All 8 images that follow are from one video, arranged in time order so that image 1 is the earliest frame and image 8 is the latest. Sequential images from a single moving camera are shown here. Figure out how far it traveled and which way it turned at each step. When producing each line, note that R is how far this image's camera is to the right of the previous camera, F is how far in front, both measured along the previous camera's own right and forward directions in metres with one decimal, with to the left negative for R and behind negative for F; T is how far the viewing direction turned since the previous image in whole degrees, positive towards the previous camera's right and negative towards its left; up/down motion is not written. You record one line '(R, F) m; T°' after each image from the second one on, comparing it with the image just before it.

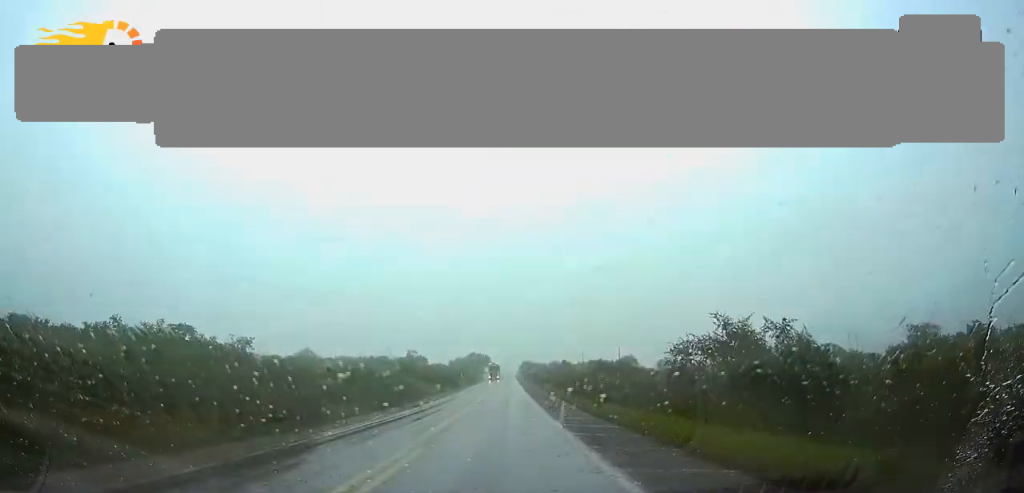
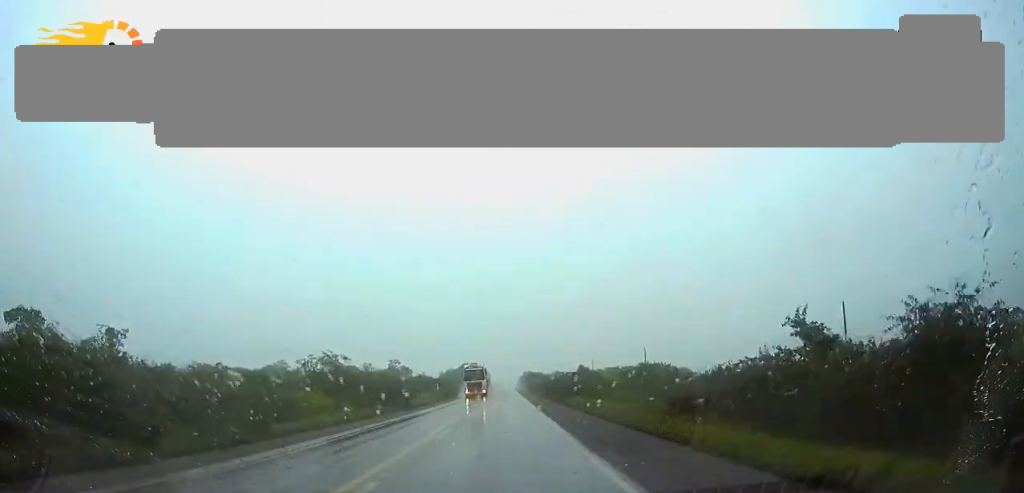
(+0.1, +40.5) m; 0°
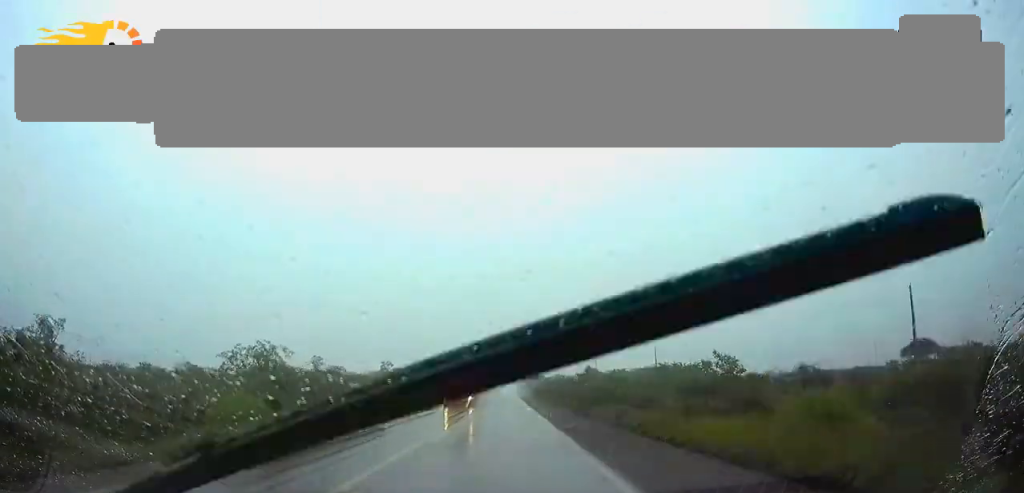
(0.0, +12.8) m; 0°
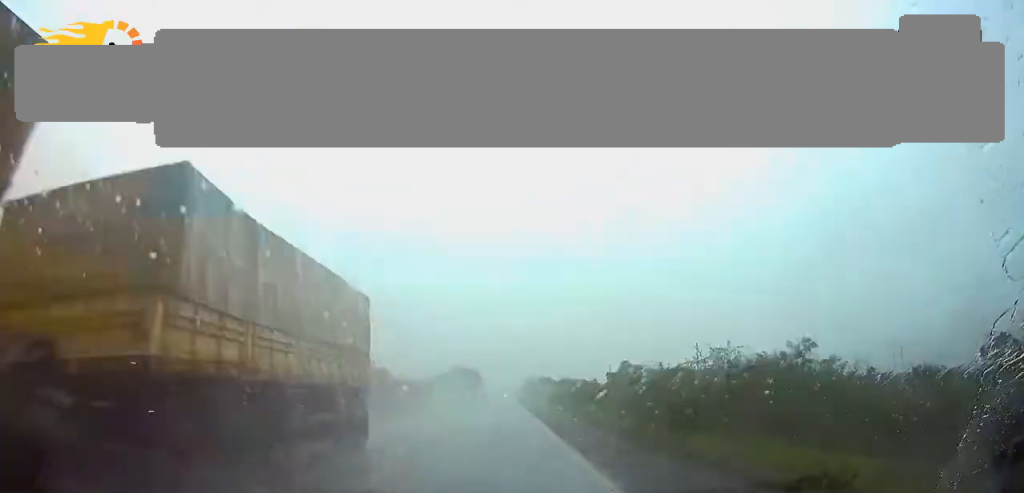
(-0.1, +32.4) m; 0°
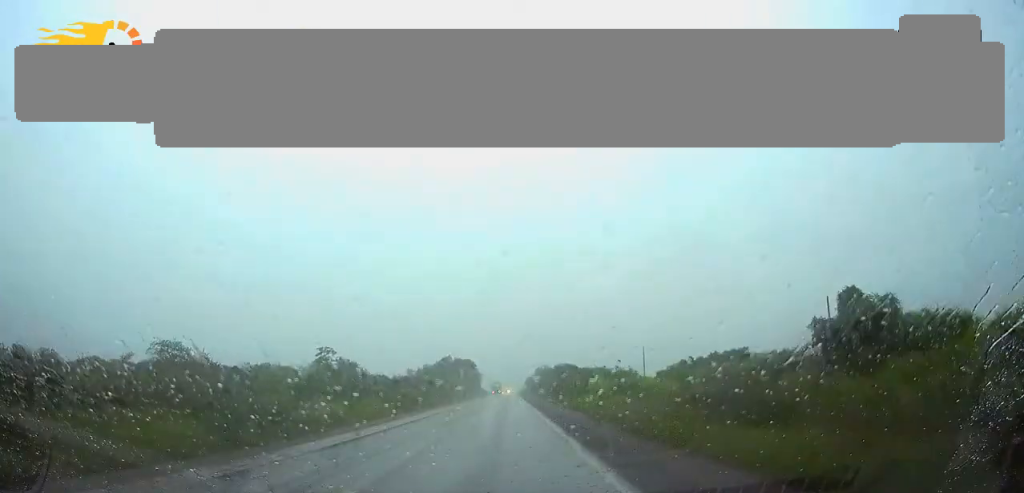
(-0.1, +49.5) m; 0°
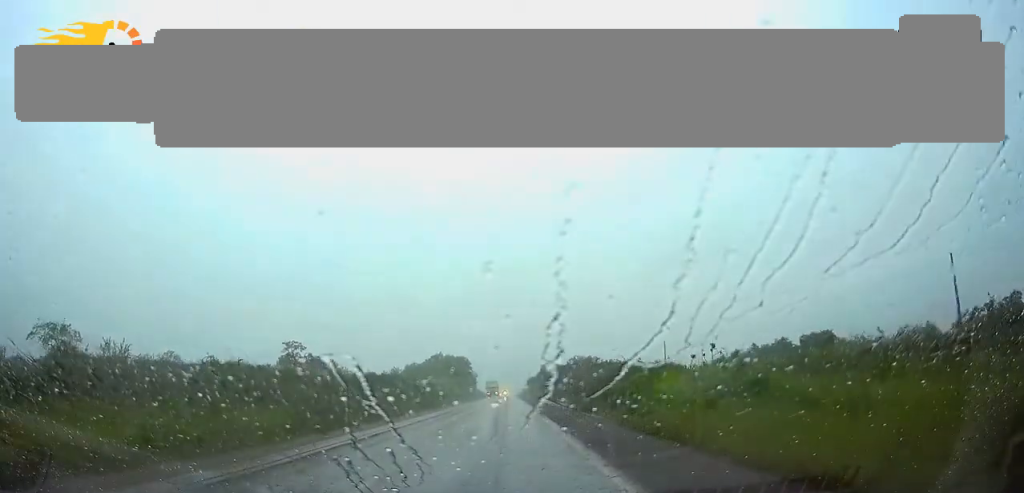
(0.0, +22.9) m; 0°
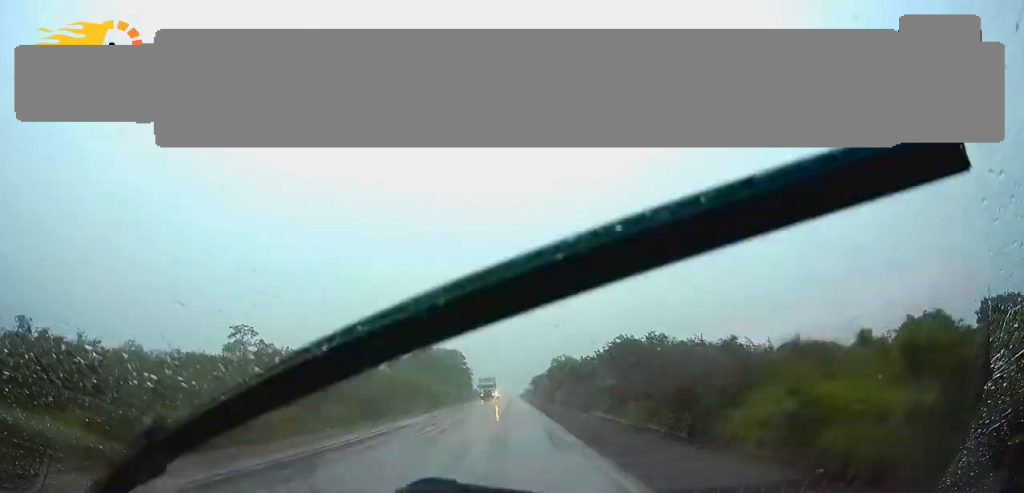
(-0.1, +26.6) m; 0°
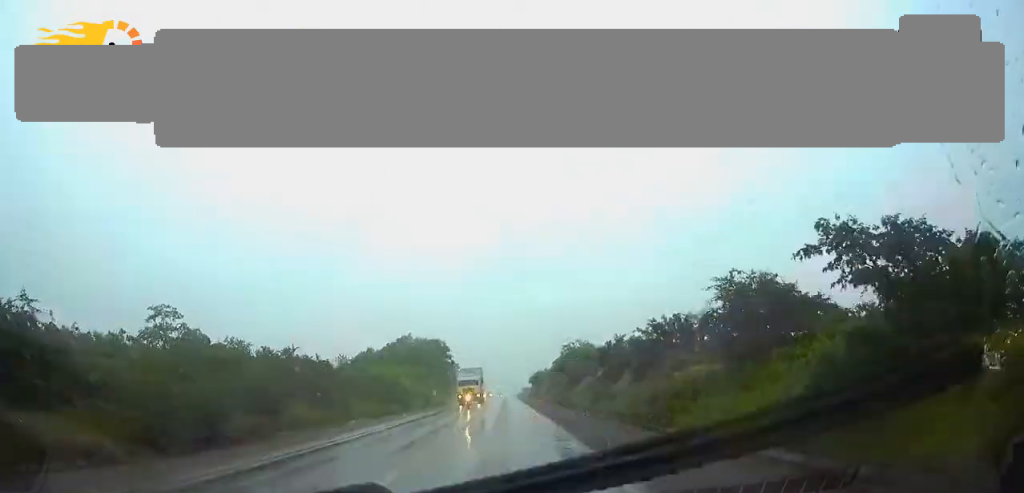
(0.0, +24.6) m; 0°
